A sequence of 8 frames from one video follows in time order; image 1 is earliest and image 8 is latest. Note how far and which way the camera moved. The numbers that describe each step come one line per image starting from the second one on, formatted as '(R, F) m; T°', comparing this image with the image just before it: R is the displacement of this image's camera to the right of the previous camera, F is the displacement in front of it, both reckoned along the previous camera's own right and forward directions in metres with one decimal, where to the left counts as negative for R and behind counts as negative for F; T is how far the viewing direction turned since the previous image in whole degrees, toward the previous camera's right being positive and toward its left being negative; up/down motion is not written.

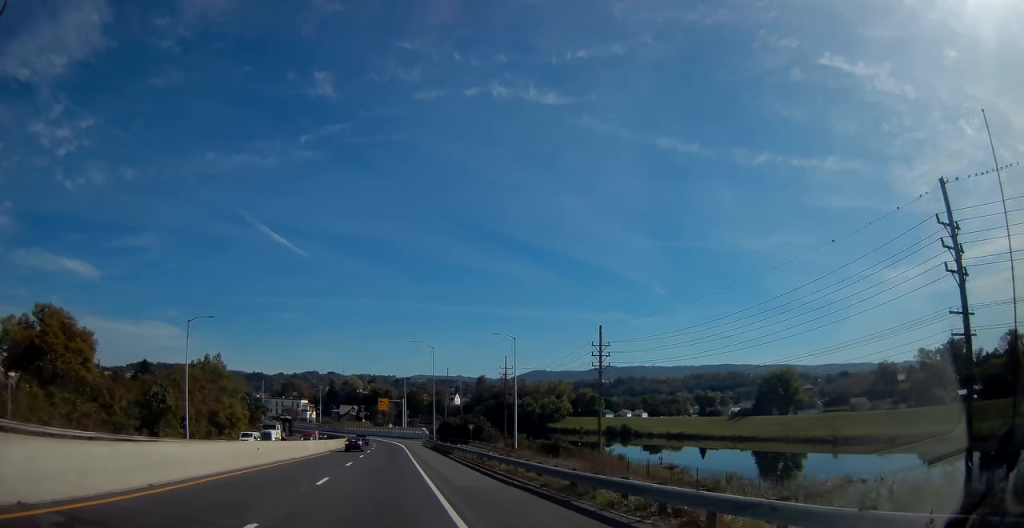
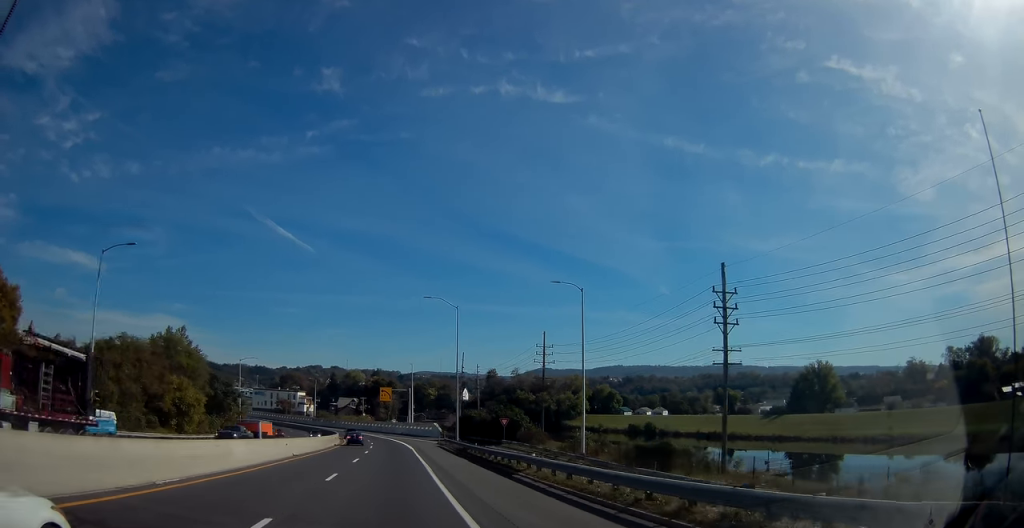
(0.0, +23.8) m; 0°
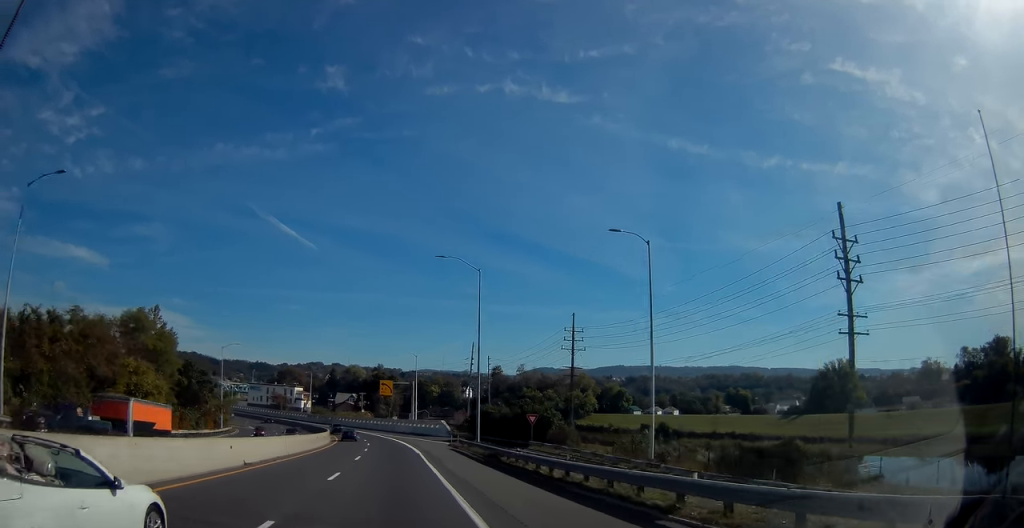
(0.0, +12.6) m; 0°
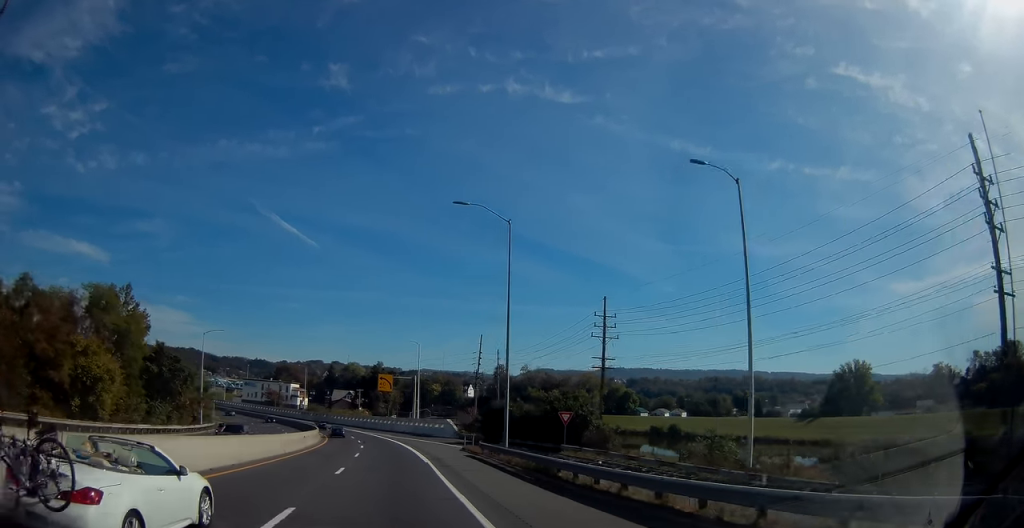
(0.0, +10.4) m; 0°
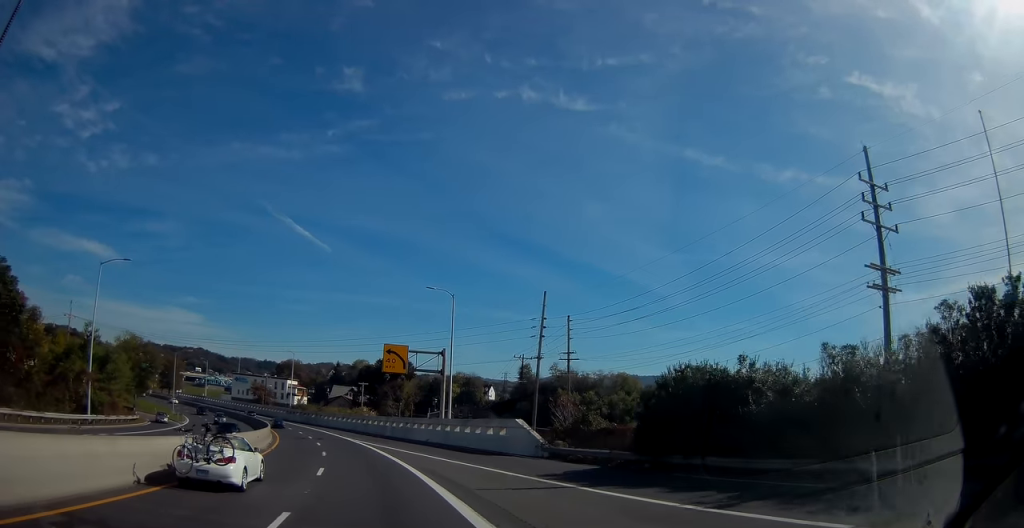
(-0.3, +37.5) m; -2°
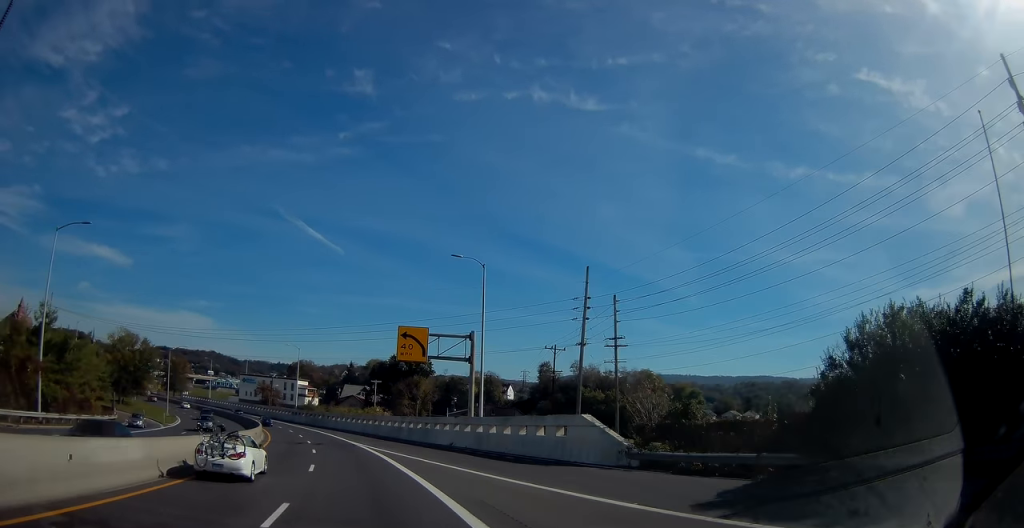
(-0.1, +10.7) m; -1°
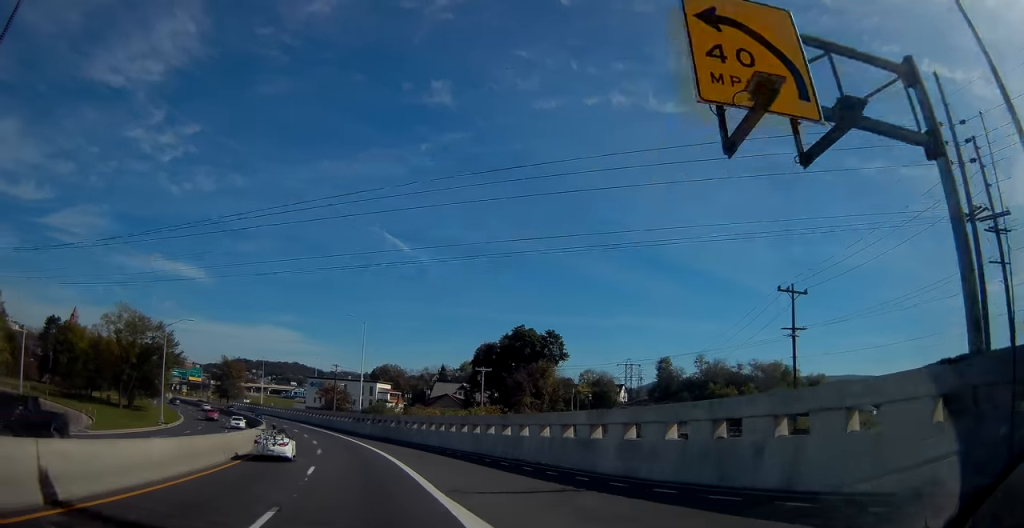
(-2.1, +38.0) m; -8°
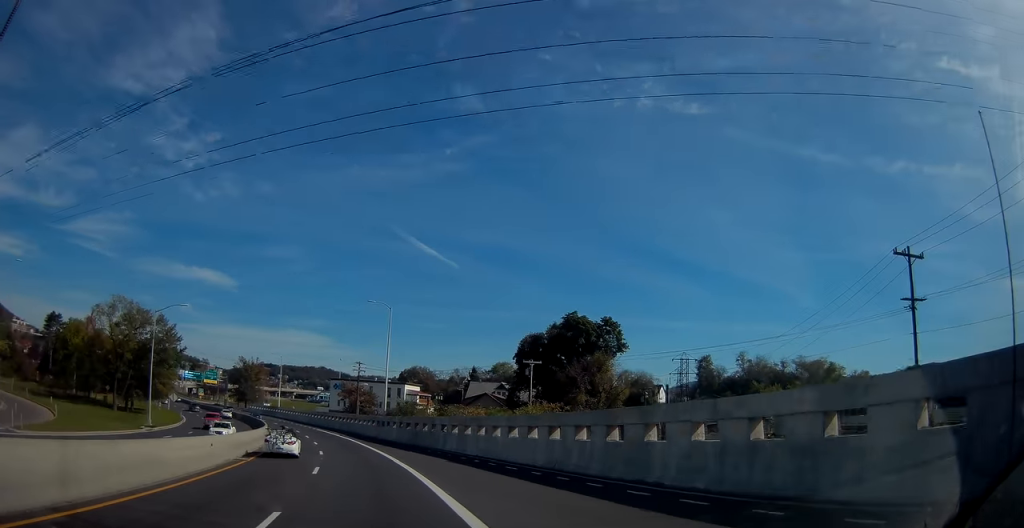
(-0.5, +11.8) m; -3°
